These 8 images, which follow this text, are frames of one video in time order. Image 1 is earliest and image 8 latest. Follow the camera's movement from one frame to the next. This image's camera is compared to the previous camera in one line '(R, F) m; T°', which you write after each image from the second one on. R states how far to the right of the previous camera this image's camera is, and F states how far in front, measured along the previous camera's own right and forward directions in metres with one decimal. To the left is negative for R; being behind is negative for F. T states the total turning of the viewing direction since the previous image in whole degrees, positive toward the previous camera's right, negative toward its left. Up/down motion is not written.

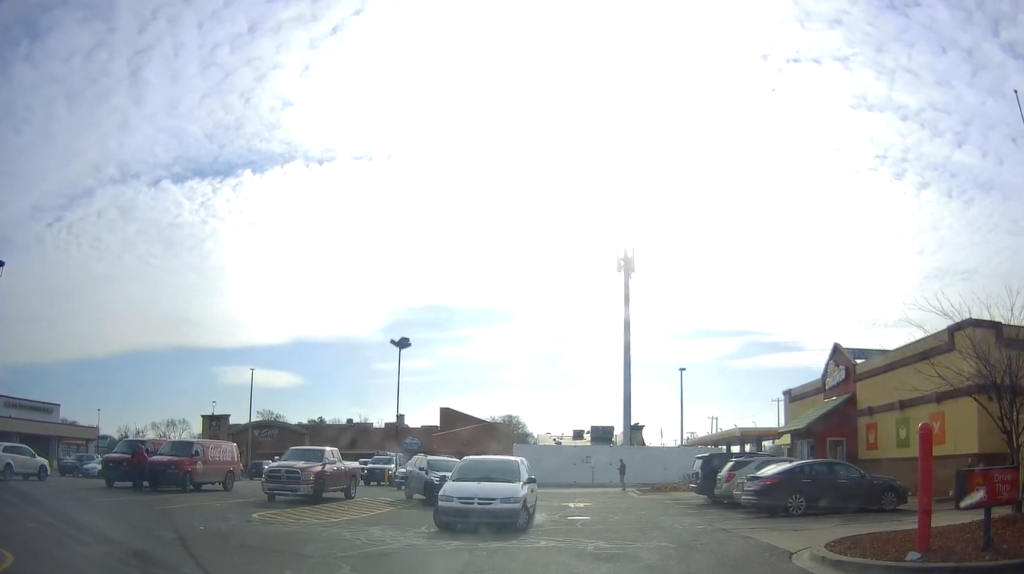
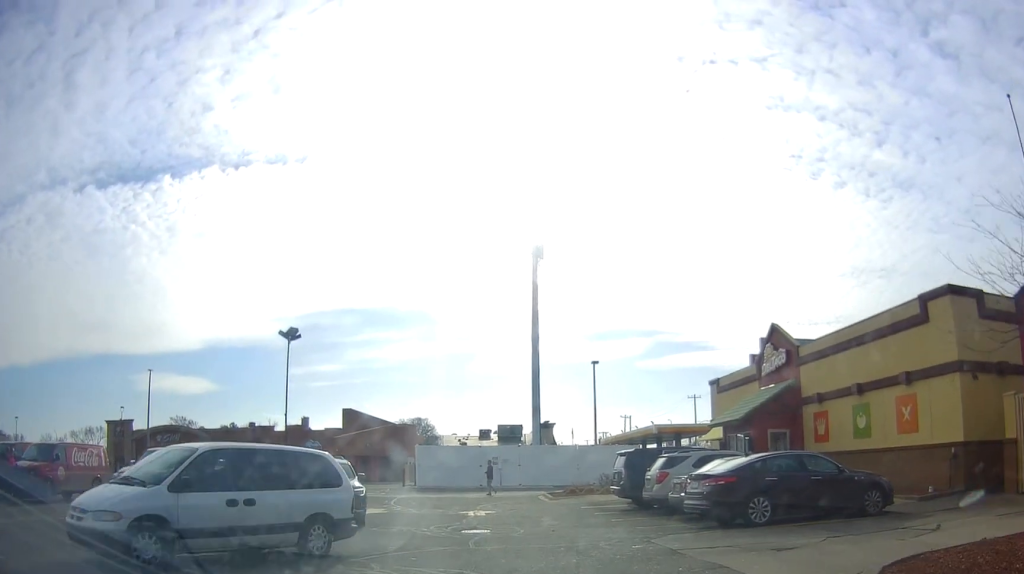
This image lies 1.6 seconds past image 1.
(+0.3, +4.7) m; +7°
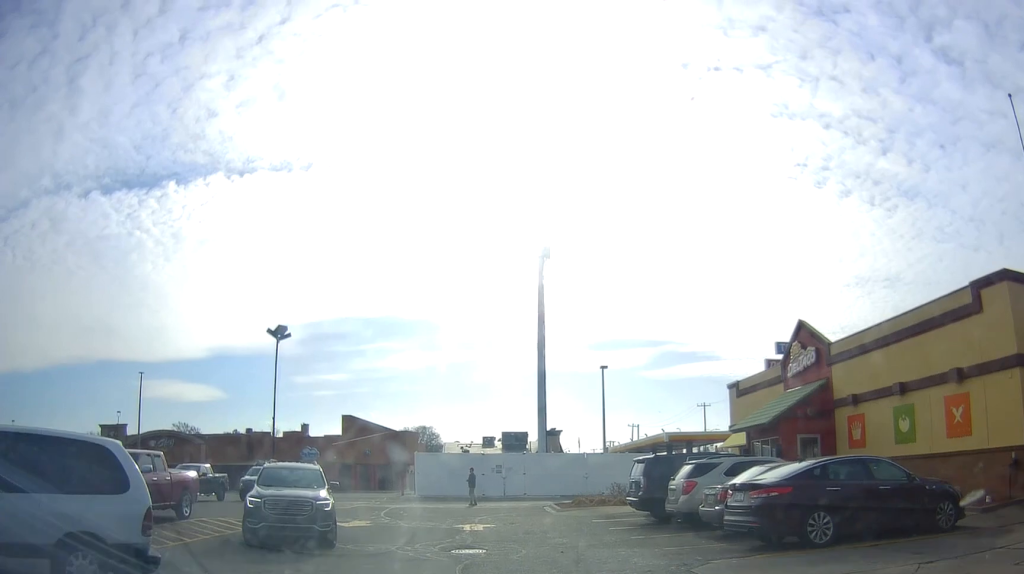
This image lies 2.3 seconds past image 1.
(+0.1, +2.7) m; +2°
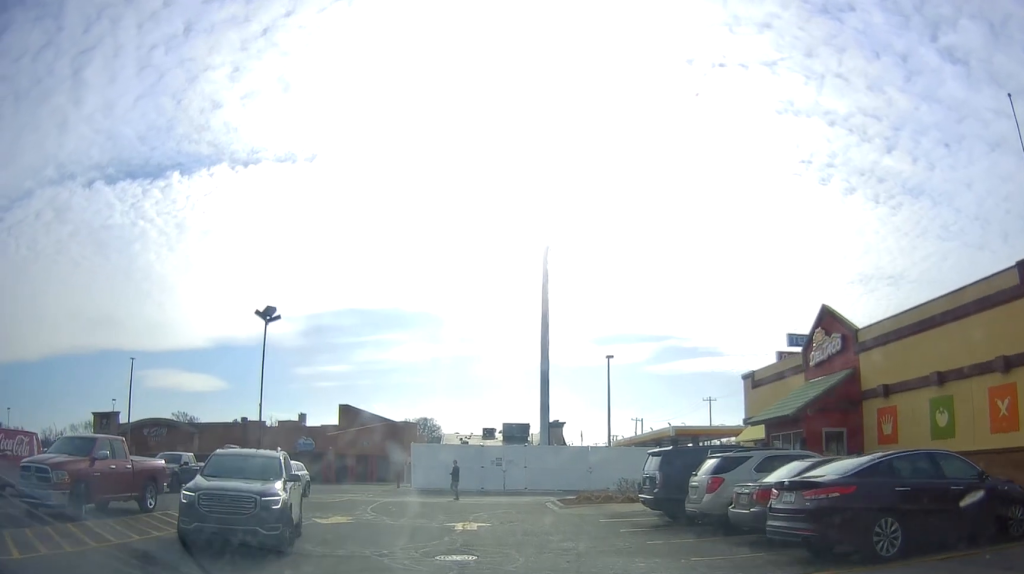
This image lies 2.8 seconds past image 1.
(0.0, +2.1) m; -1°
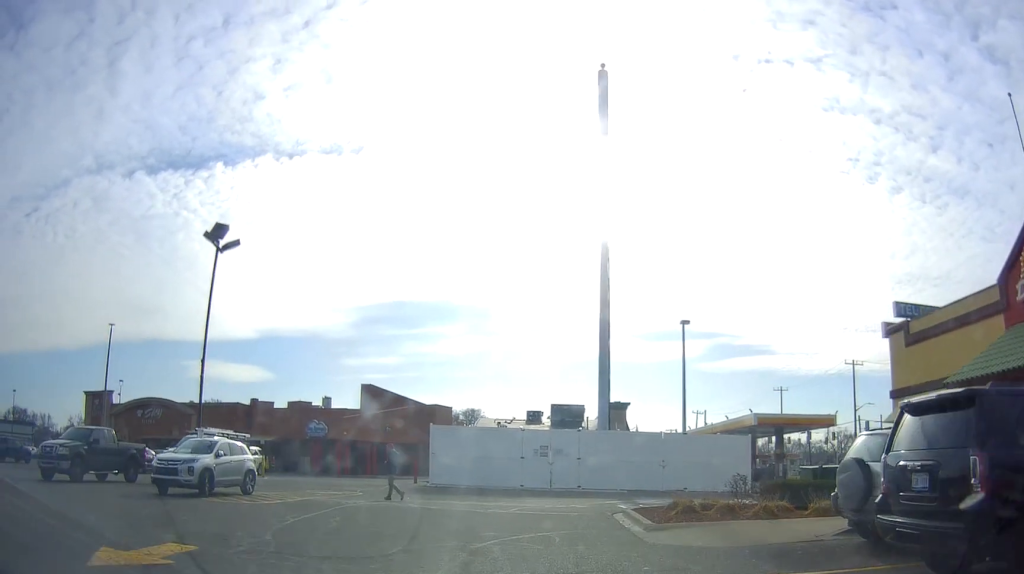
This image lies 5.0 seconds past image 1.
(-0.7, +9.8) m; -12°
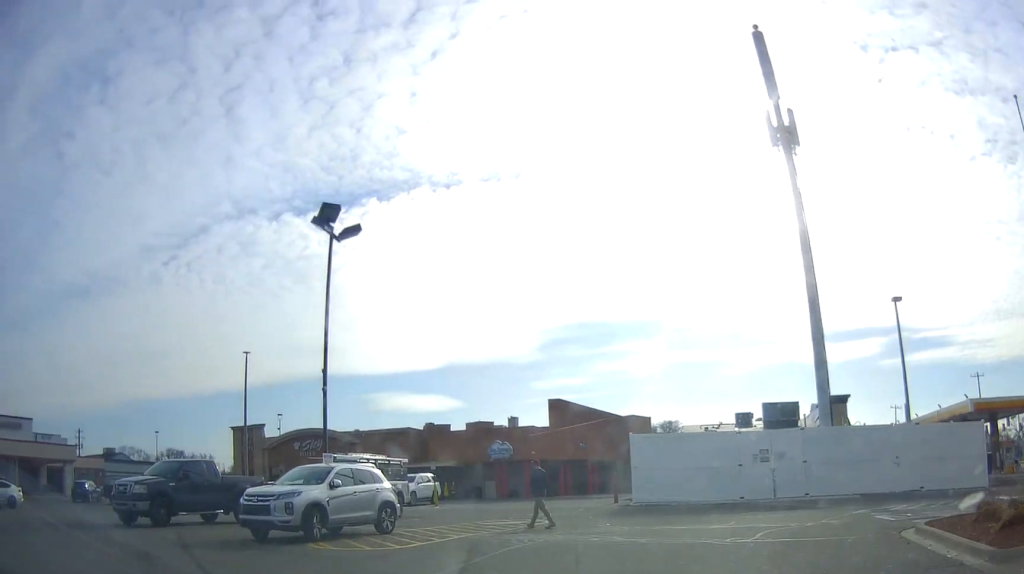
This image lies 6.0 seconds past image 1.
(-0.4, +4.6) m; -13°
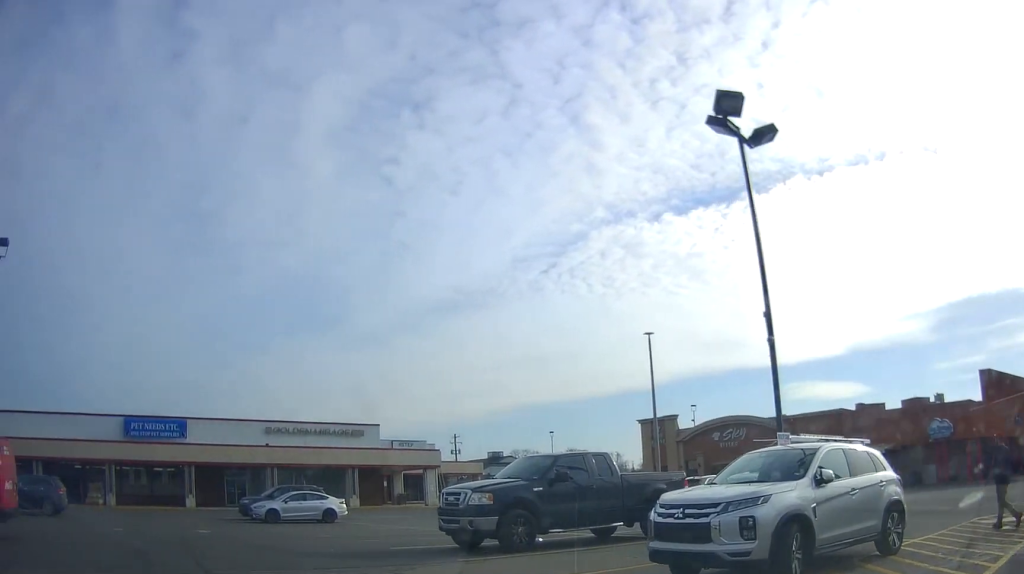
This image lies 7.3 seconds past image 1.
(-0.9, +5.6) m; -23°
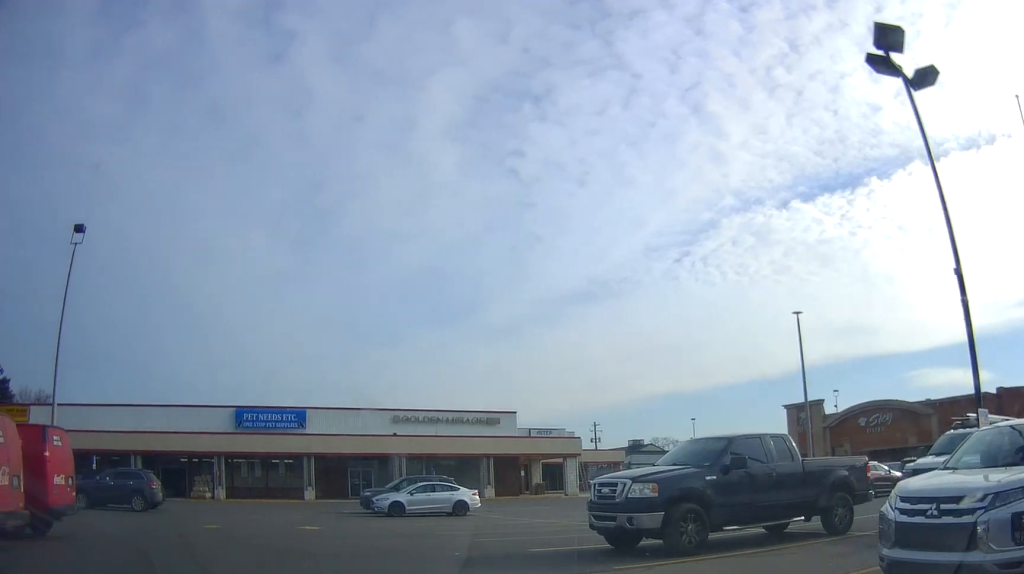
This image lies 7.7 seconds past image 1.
(-0.2, +2.0) m; -9°
